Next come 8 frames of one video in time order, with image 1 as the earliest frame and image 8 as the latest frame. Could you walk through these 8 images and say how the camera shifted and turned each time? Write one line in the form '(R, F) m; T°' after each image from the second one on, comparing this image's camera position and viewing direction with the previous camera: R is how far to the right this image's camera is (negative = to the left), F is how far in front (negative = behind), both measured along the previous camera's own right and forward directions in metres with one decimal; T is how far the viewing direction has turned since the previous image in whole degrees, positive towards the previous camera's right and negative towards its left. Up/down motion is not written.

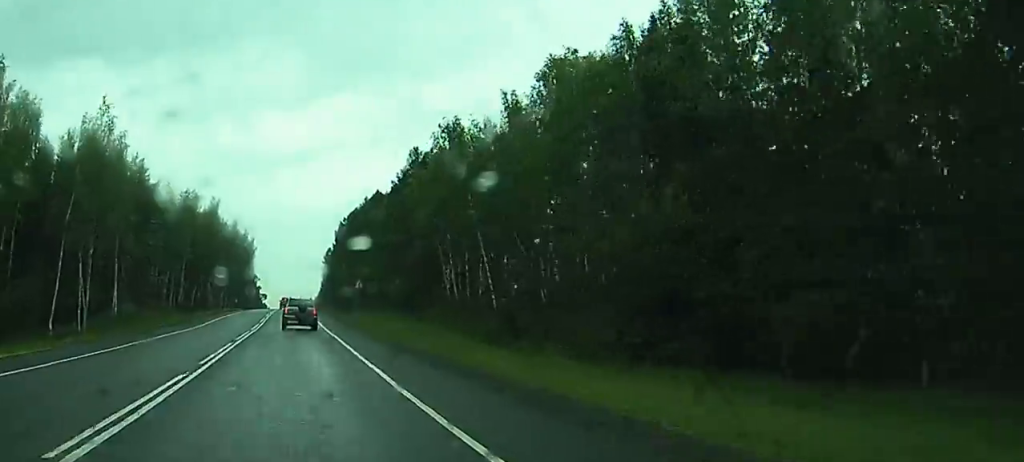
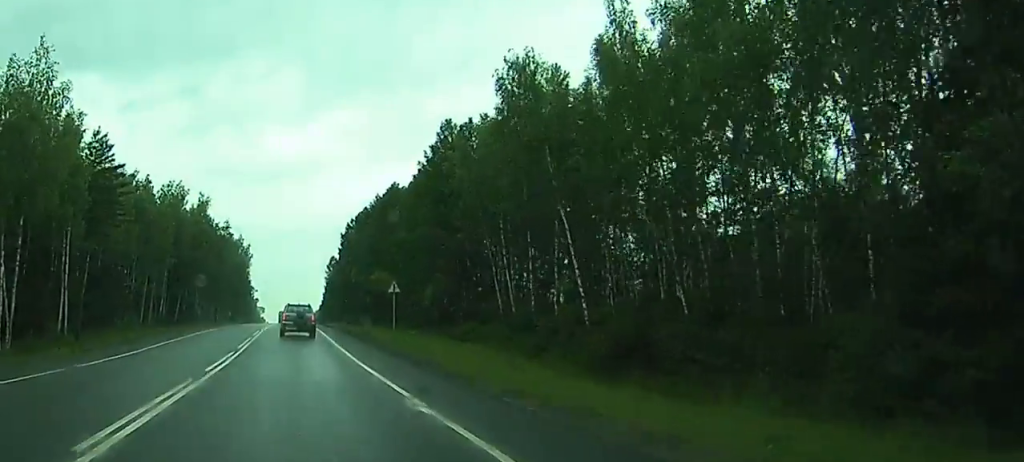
(-0.8, +23.3) m; -3°
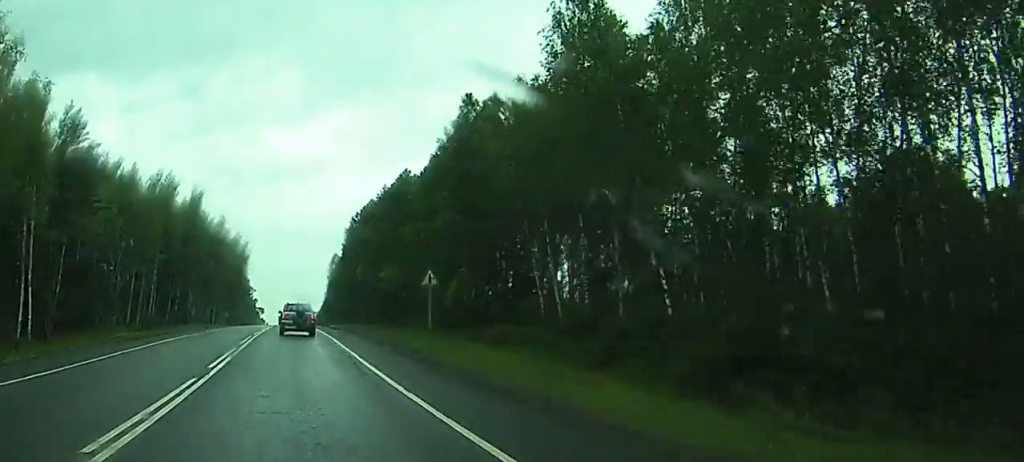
(-0.1, +12.0) m; -1°
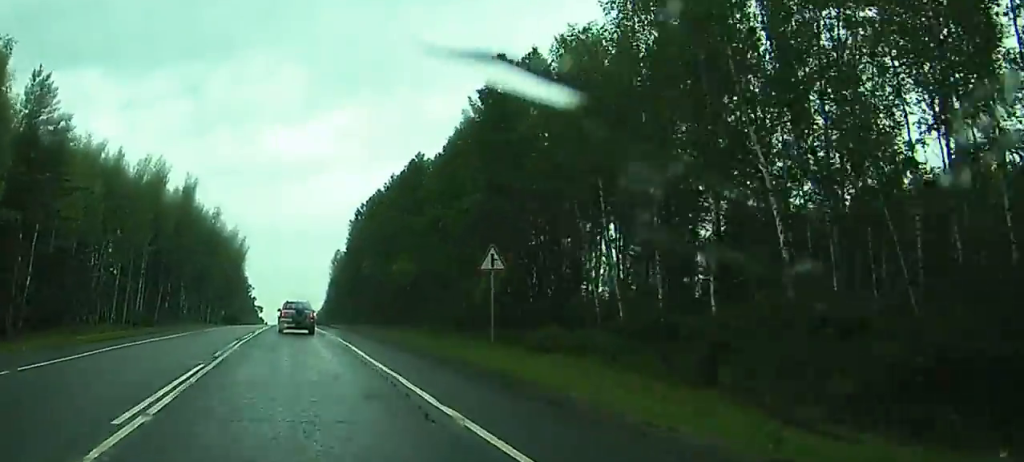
(0.0, +11.0) m; 0°
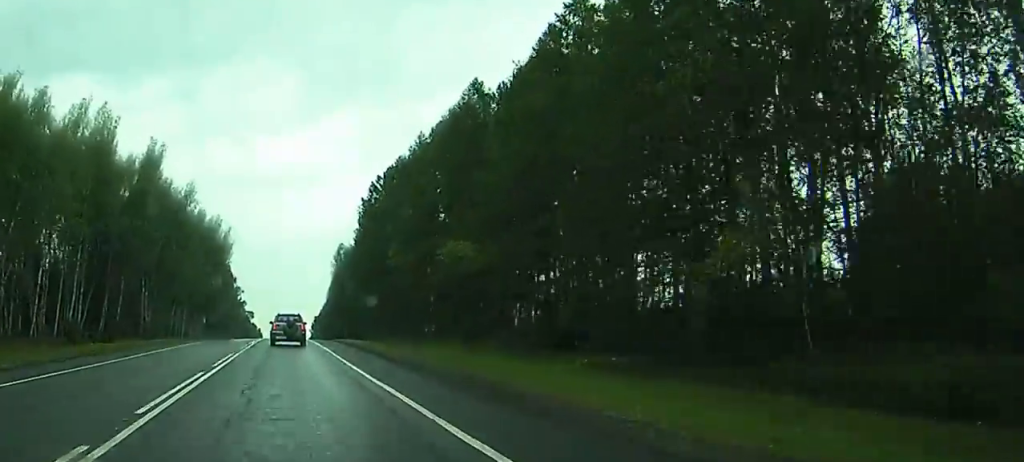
(+0.2, +34.8) m; +1°
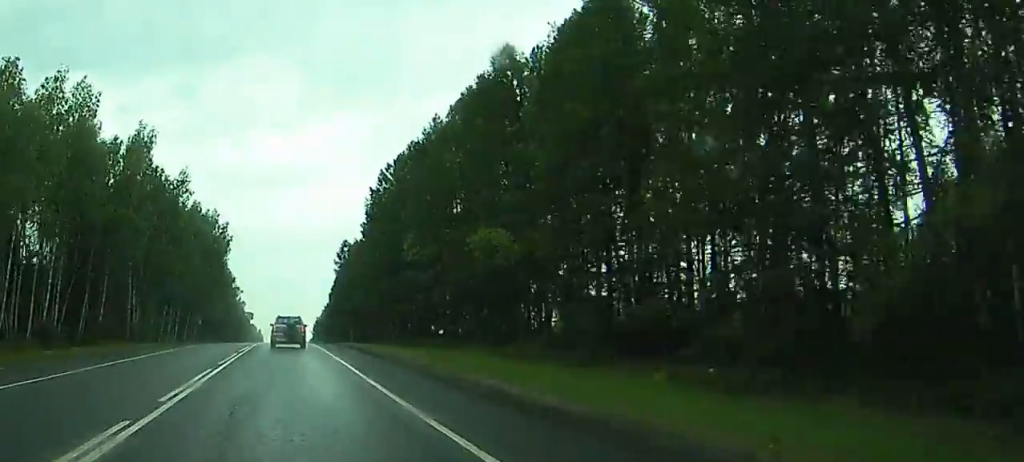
(0.0, +9.8) m; 0°
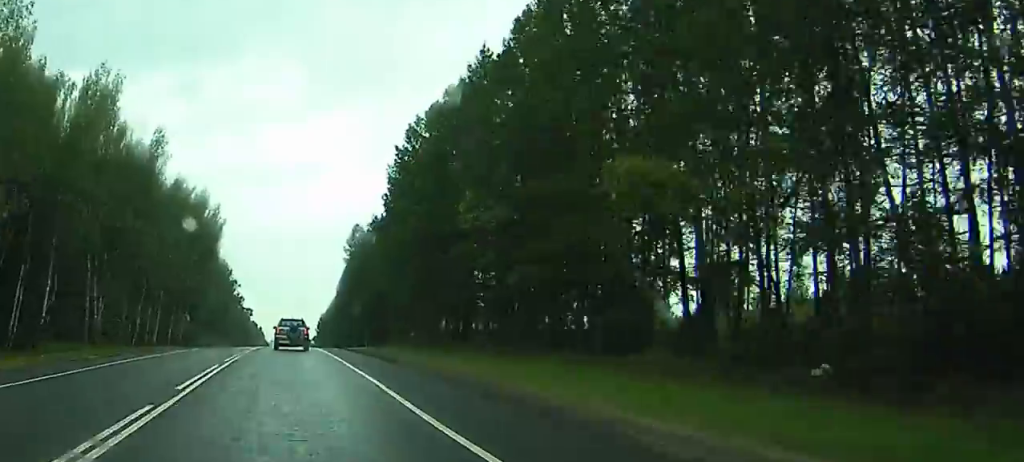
(-0.1, +22.6) m; 0°
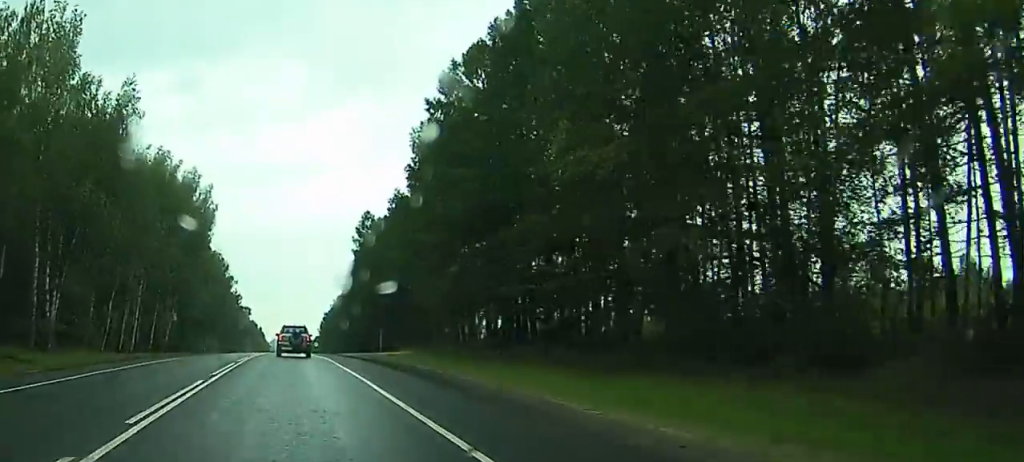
(0.0, +17.3) m; 0°
